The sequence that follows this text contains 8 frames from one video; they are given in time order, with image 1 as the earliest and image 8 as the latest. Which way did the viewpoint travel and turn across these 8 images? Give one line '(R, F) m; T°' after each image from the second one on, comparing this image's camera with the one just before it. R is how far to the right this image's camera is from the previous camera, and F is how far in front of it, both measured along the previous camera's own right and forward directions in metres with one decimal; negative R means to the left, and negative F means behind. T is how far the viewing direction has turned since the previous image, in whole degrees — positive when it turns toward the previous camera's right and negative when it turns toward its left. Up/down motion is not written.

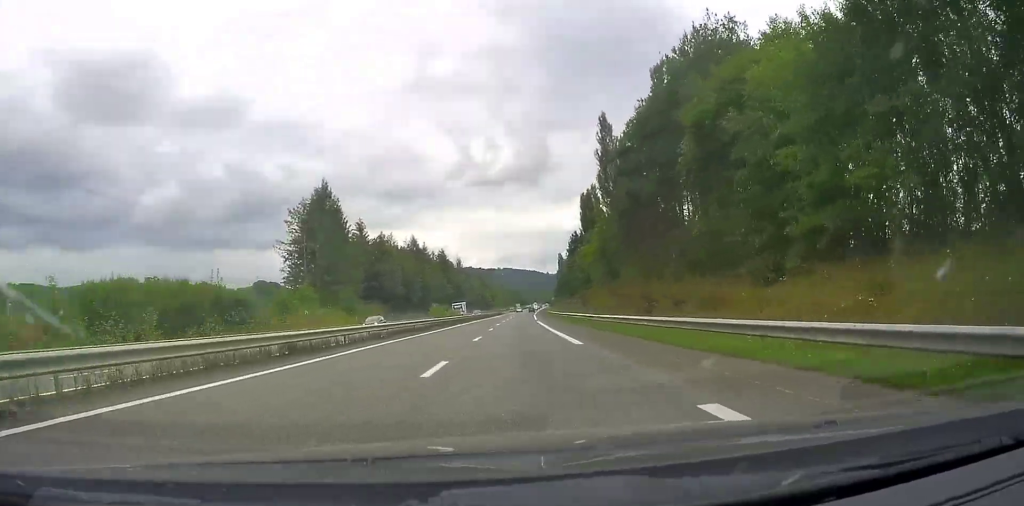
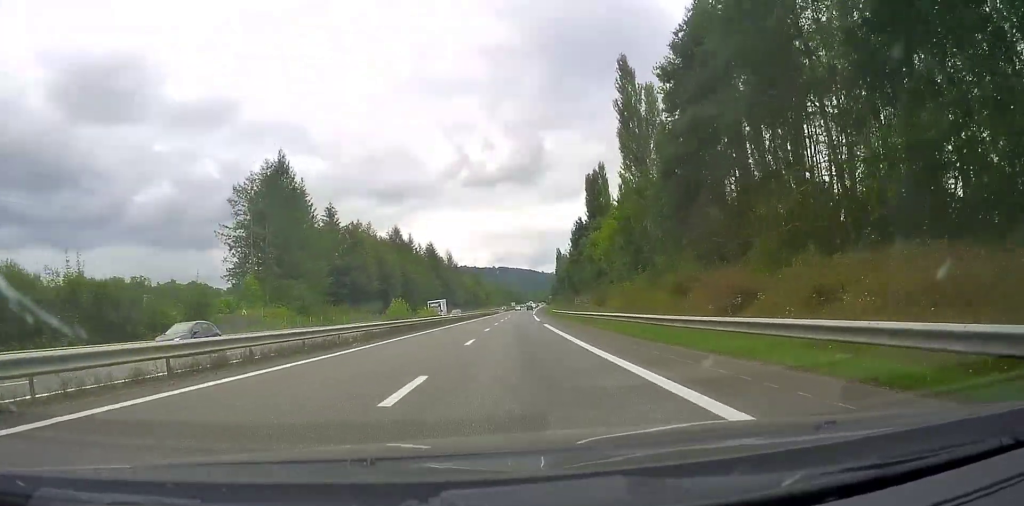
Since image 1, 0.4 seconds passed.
(0.0, +16.4) m; 0°
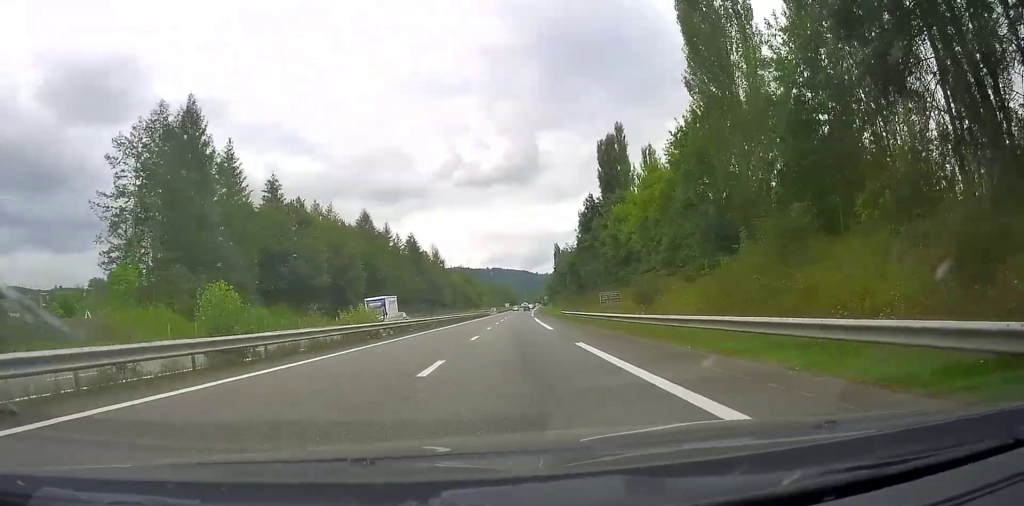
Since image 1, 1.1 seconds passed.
(-0.1, +22.6) m; +1°
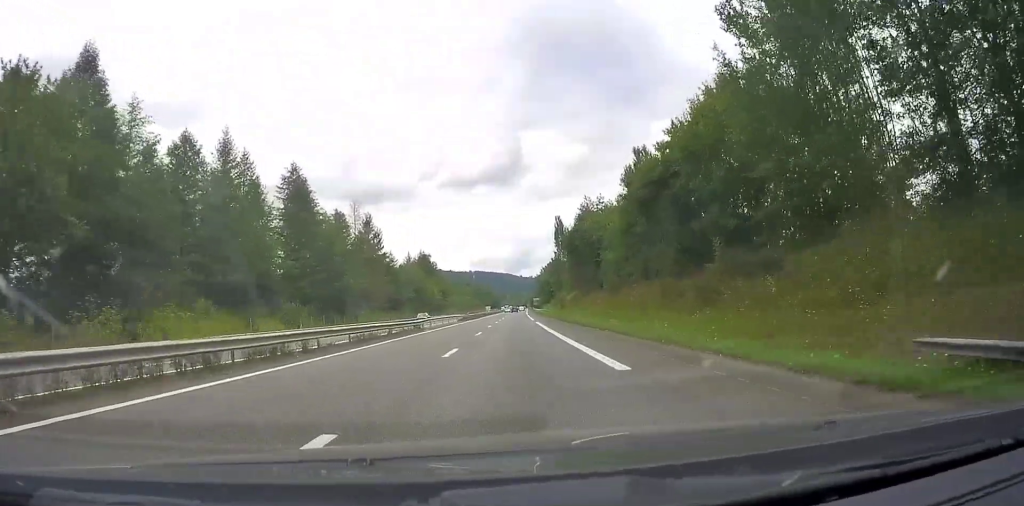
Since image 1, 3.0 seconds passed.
(+2.1, +73.3) m; +3°
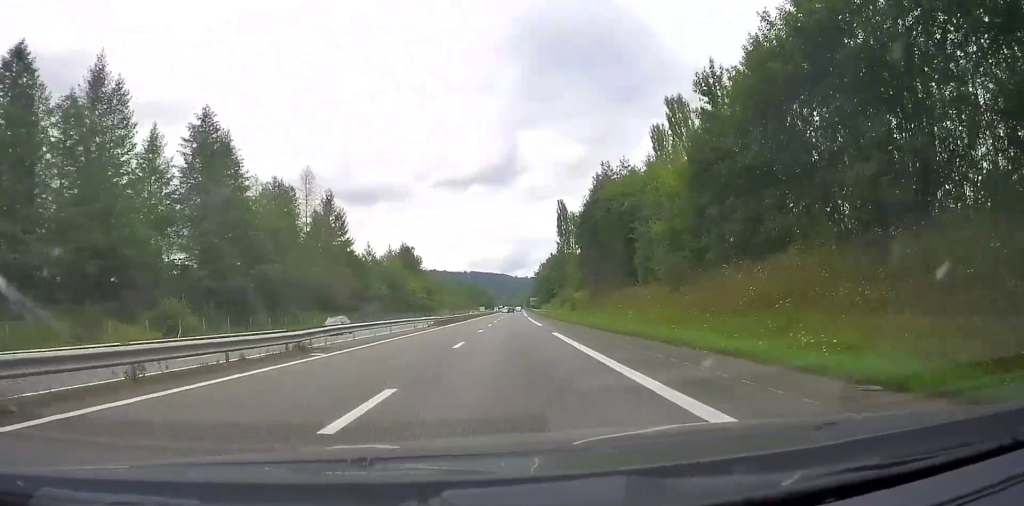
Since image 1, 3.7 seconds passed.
(0.0, +22.9) m; 0°
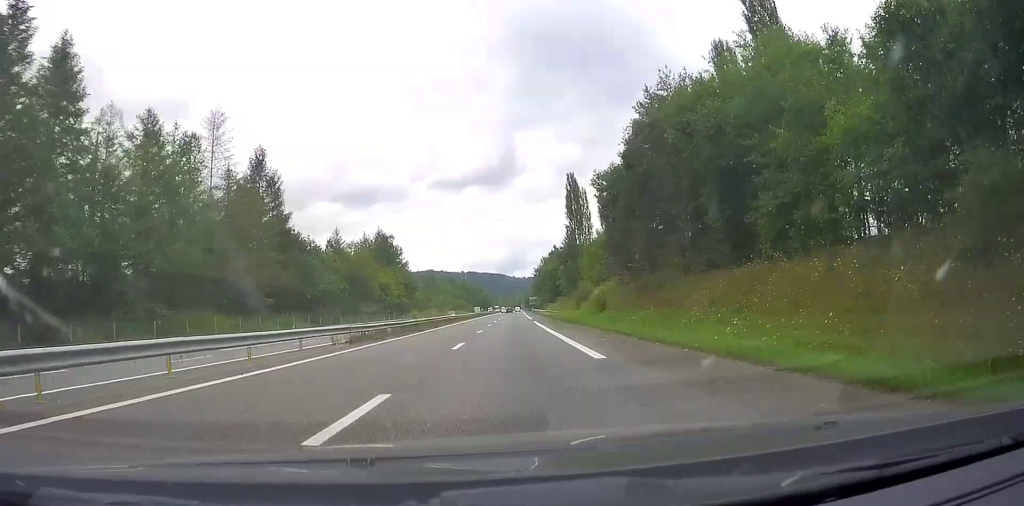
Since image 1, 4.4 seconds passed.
(+0.2, +26.6) m; 0°
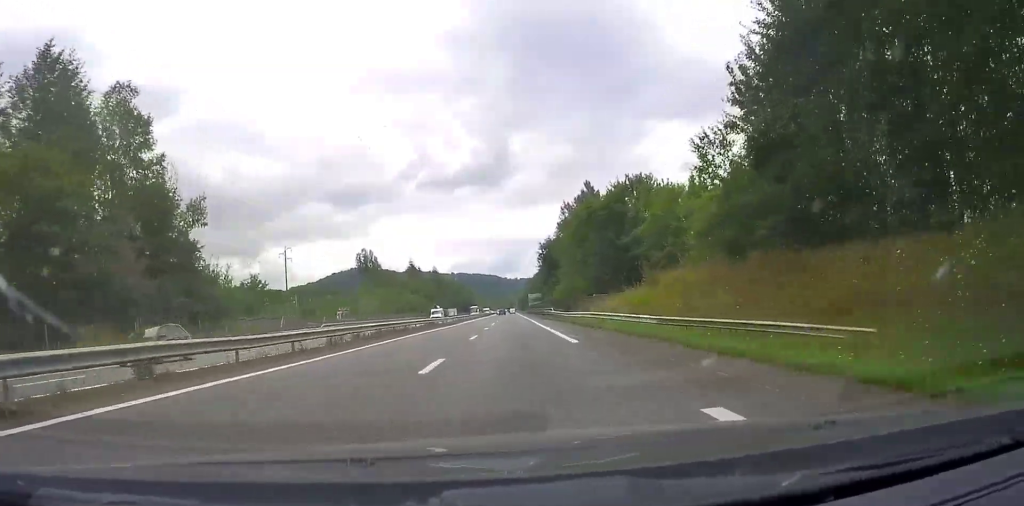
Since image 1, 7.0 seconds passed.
(+0.6, +99.3) m; +1°
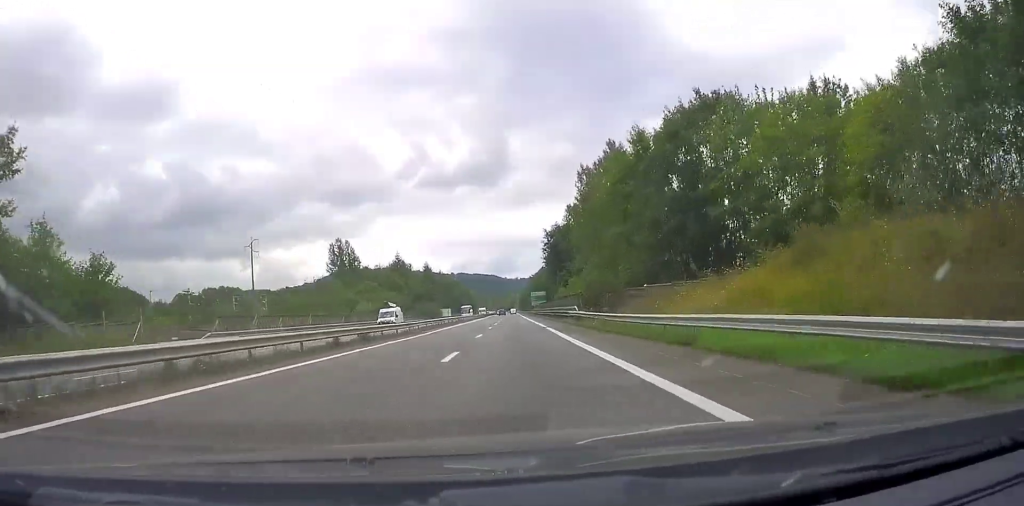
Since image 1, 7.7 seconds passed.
(0.0, +23.4) m; +1°
